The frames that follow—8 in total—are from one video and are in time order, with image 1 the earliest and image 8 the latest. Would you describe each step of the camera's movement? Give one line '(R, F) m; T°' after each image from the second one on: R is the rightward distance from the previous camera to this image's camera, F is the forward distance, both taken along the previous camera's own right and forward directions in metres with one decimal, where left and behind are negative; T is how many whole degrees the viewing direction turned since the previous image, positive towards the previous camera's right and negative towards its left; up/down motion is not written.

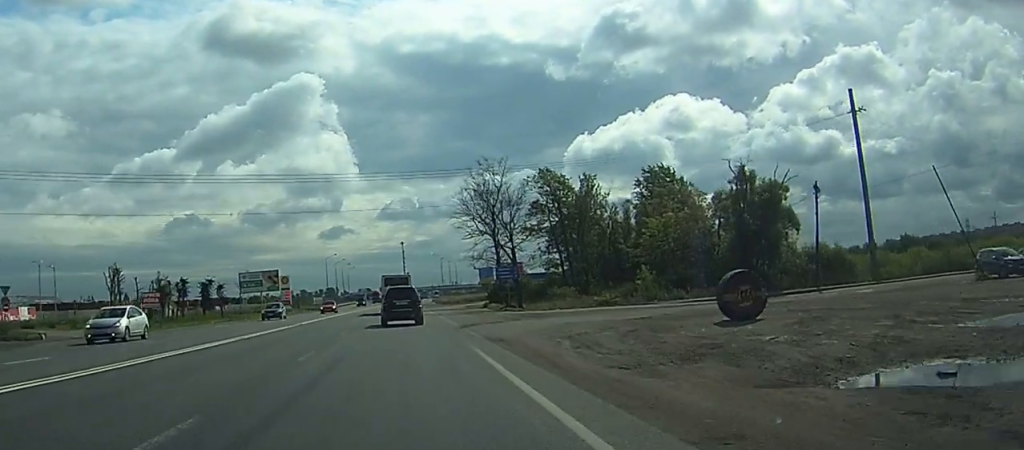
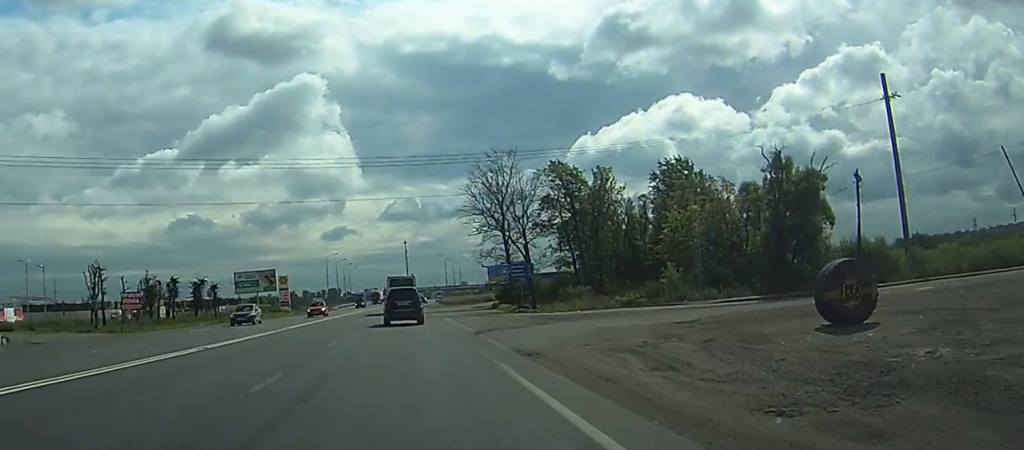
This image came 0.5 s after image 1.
(0.0, +6.1) m; 0°
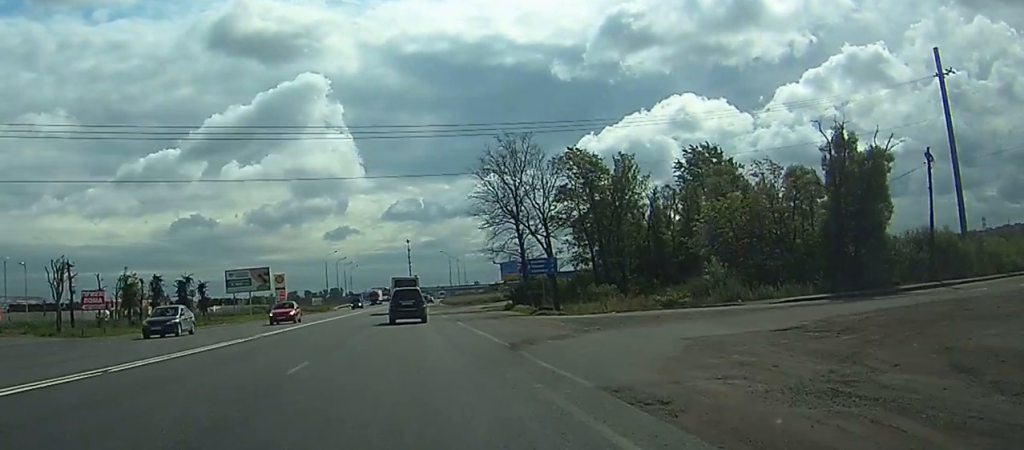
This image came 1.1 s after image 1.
(0.0, +8.9) m; 0°
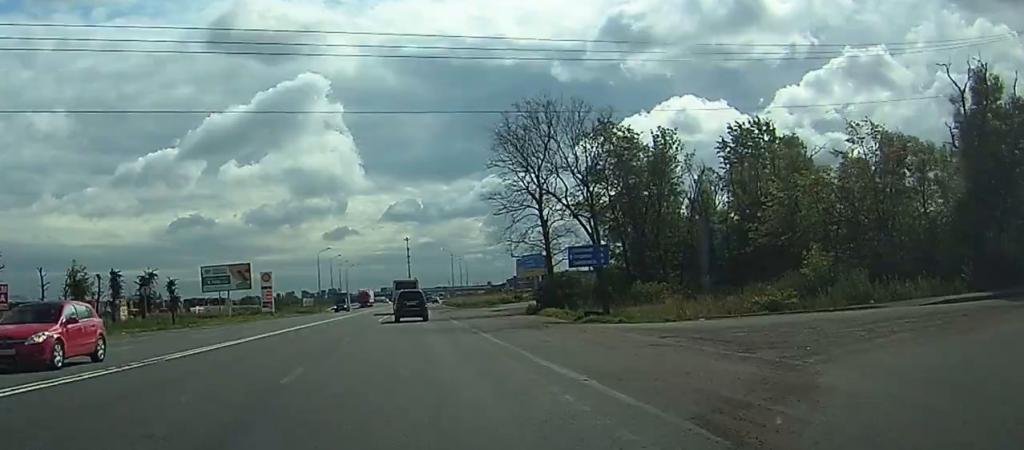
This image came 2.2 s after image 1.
(0.0, +14.4) m; 0°
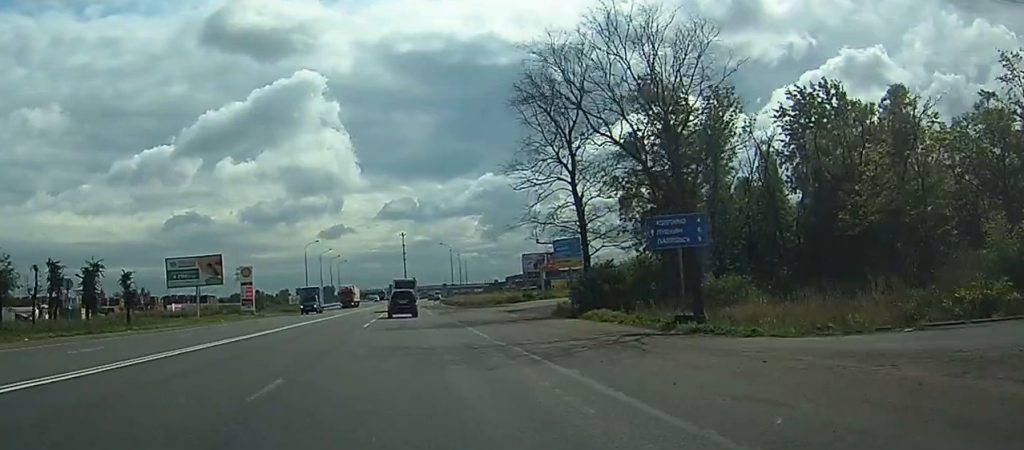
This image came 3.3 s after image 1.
(+0.1, +14.5) m; +1°
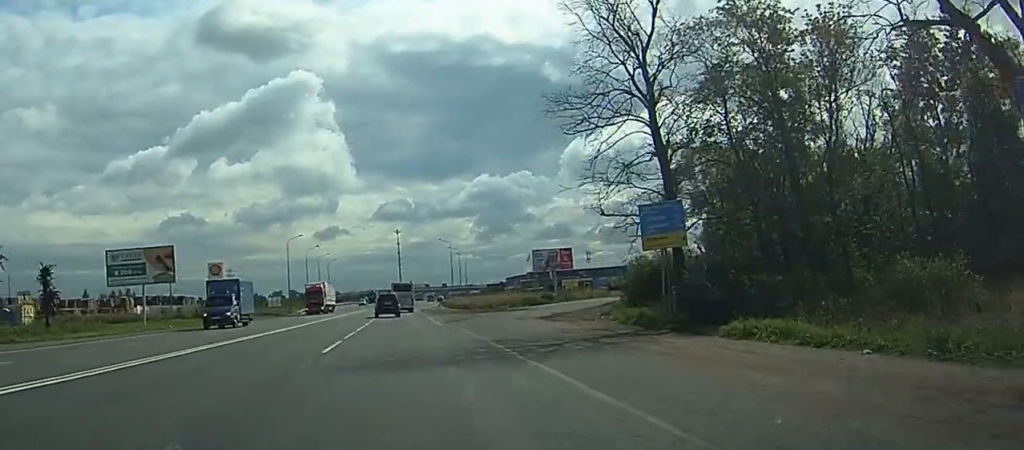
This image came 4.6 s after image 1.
(0.0, +18.0) m; 0°
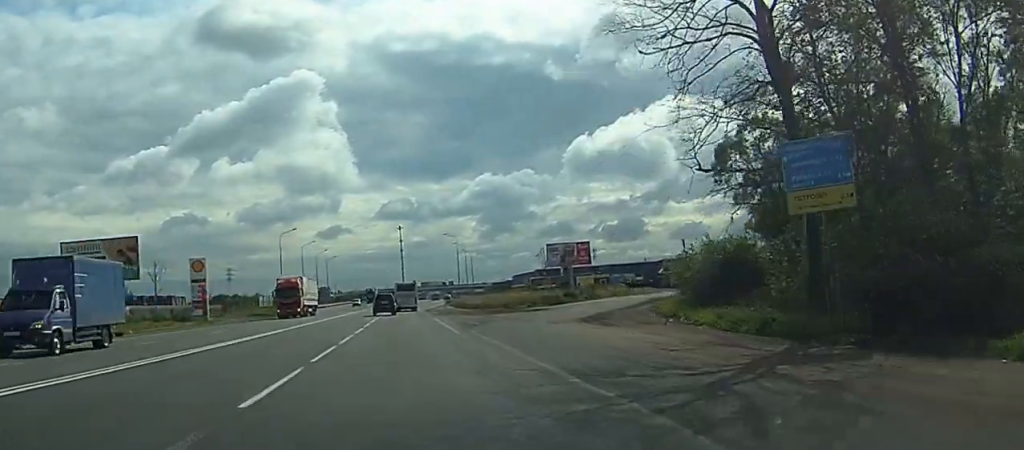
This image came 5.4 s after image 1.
(0.0, +11.3) m; 0°
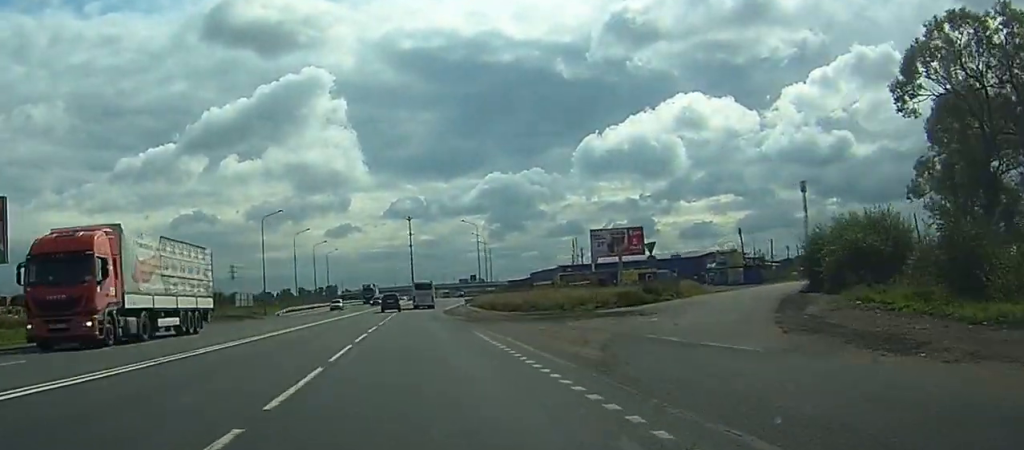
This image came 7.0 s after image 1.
(-0.1, +24.4) m; +8°
